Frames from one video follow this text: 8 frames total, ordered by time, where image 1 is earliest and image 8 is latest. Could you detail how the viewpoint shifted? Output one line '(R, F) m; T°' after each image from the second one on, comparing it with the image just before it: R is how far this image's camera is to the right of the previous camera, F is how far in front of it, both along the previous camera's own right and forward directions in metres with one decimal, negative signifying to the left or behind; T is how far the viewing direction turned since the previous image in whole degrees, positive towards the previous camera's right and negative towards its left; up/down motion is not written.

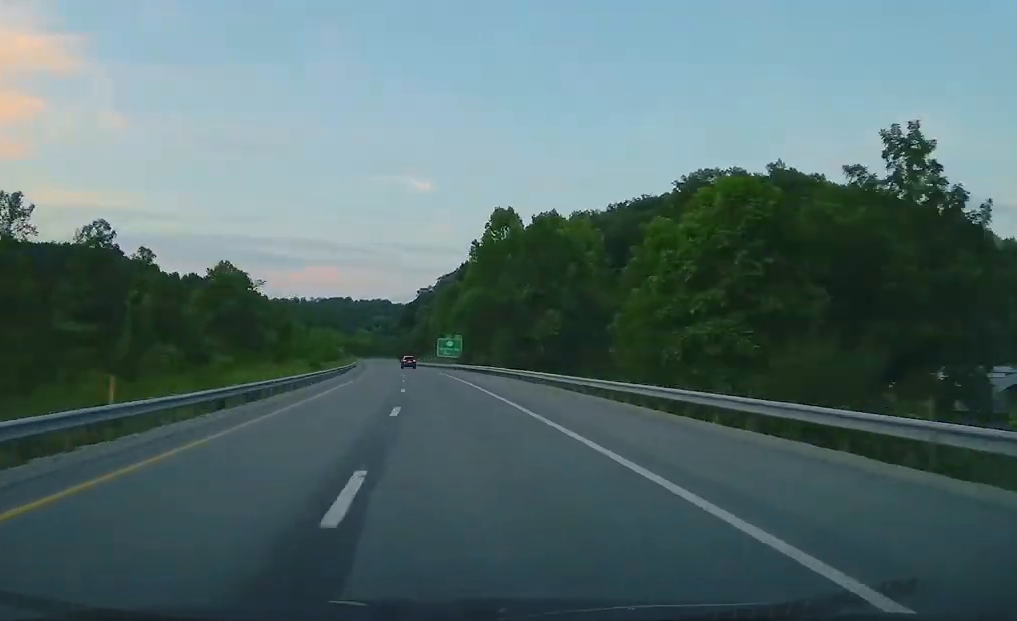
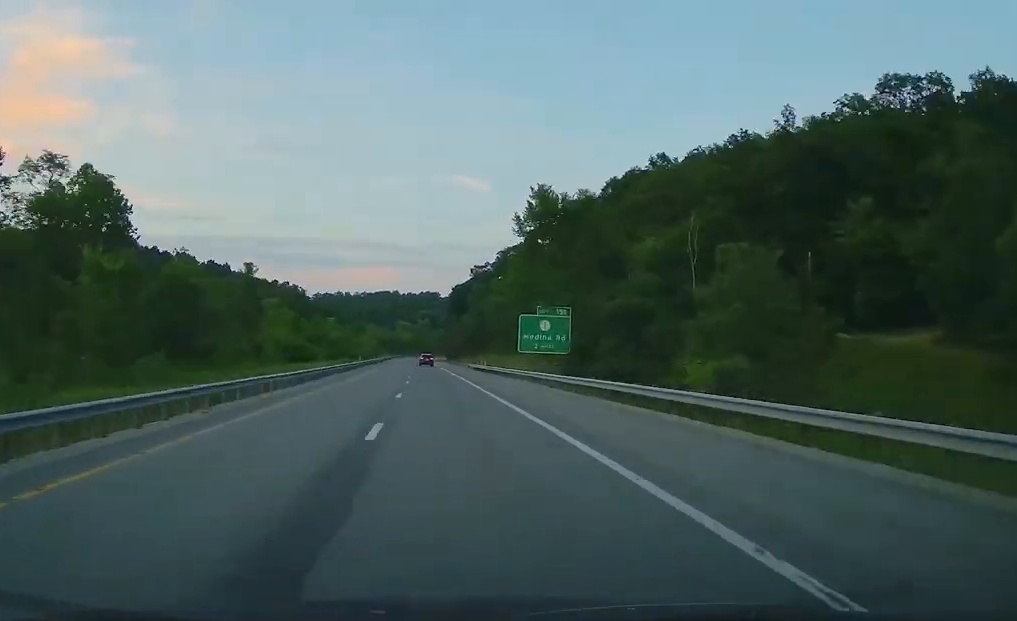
(-2.3, +69.5) m; -2°
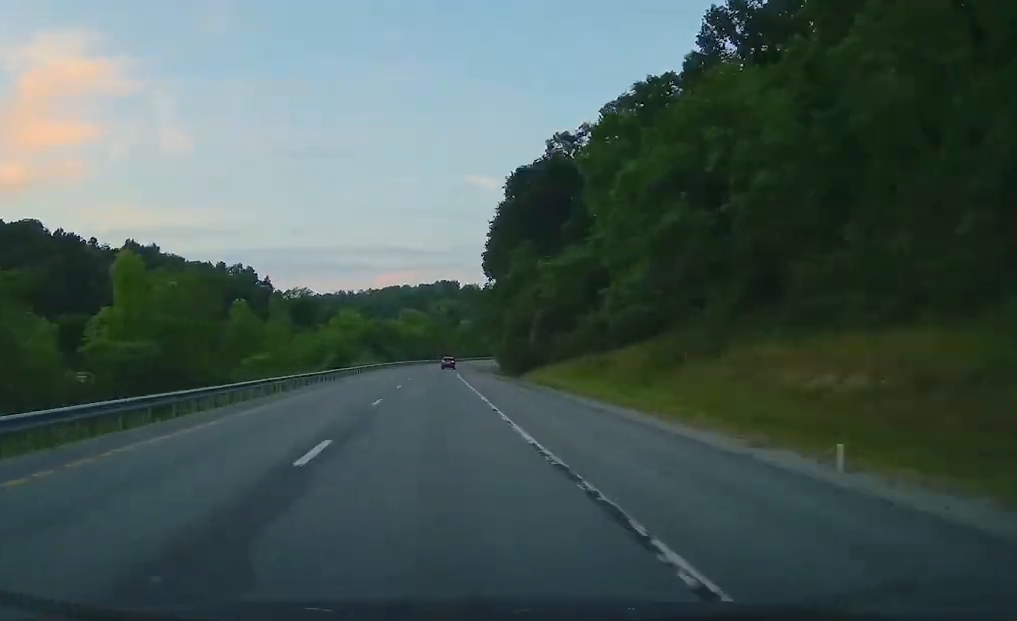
(-3.2, +141.3) m; +2°
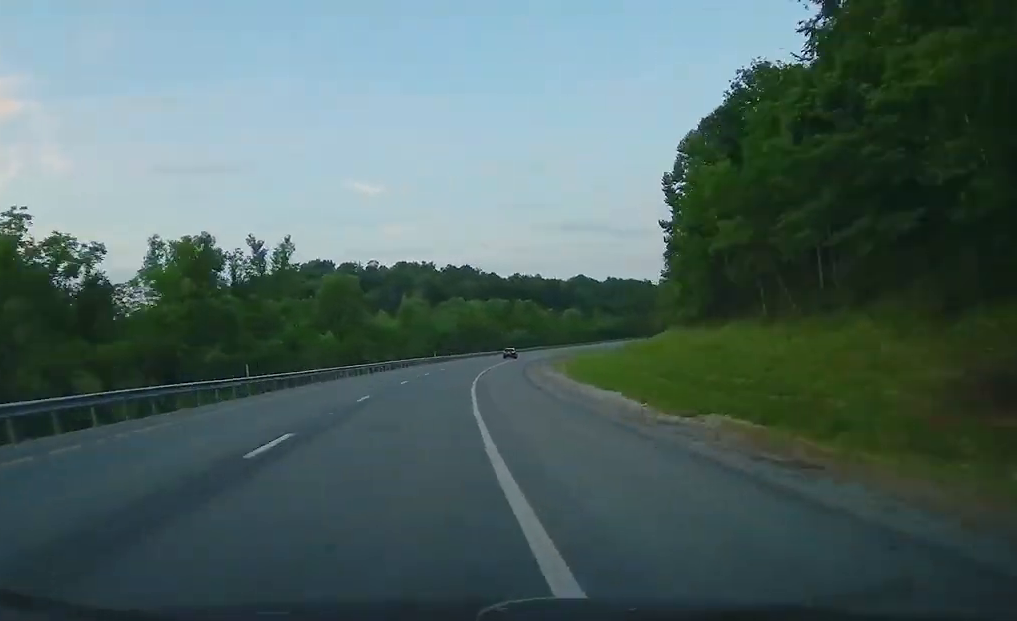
(+12.1, +159.5) m; +13°
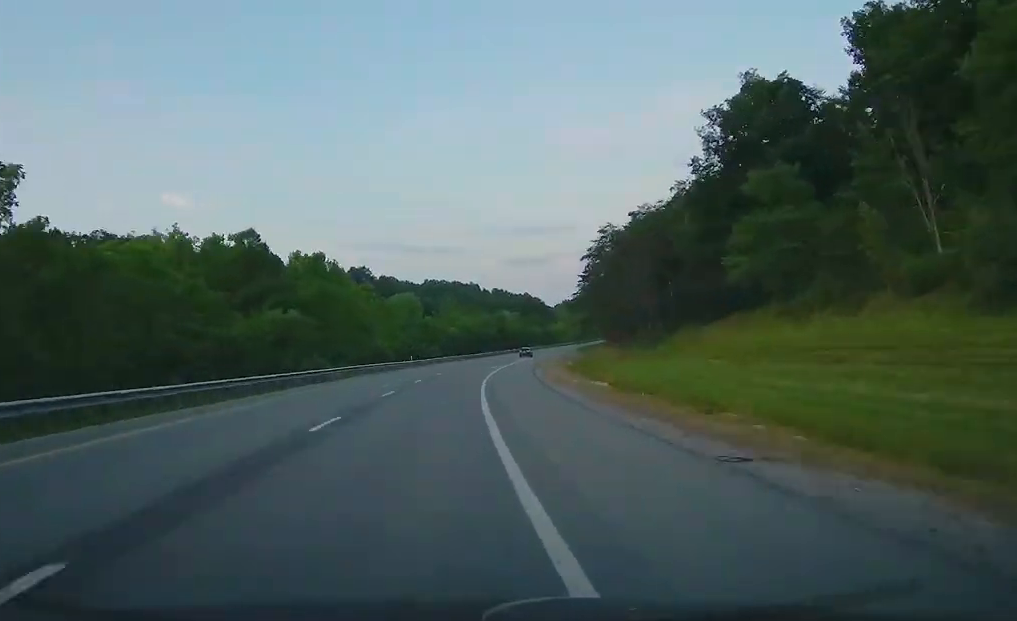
(+17.3, +145.8) m; +17°
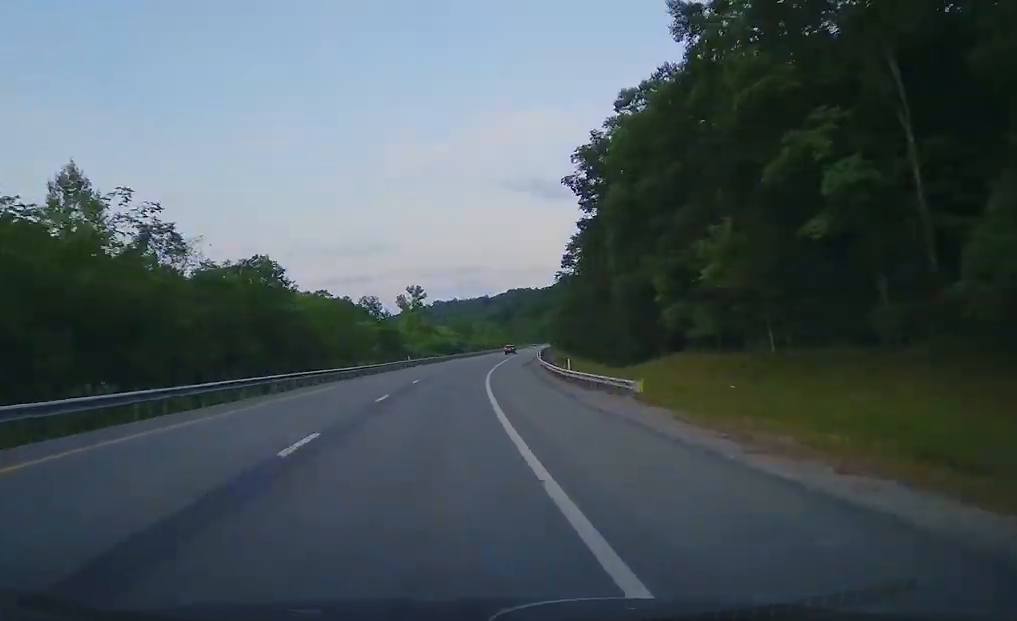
(+17.4, +135.3) m; +12°
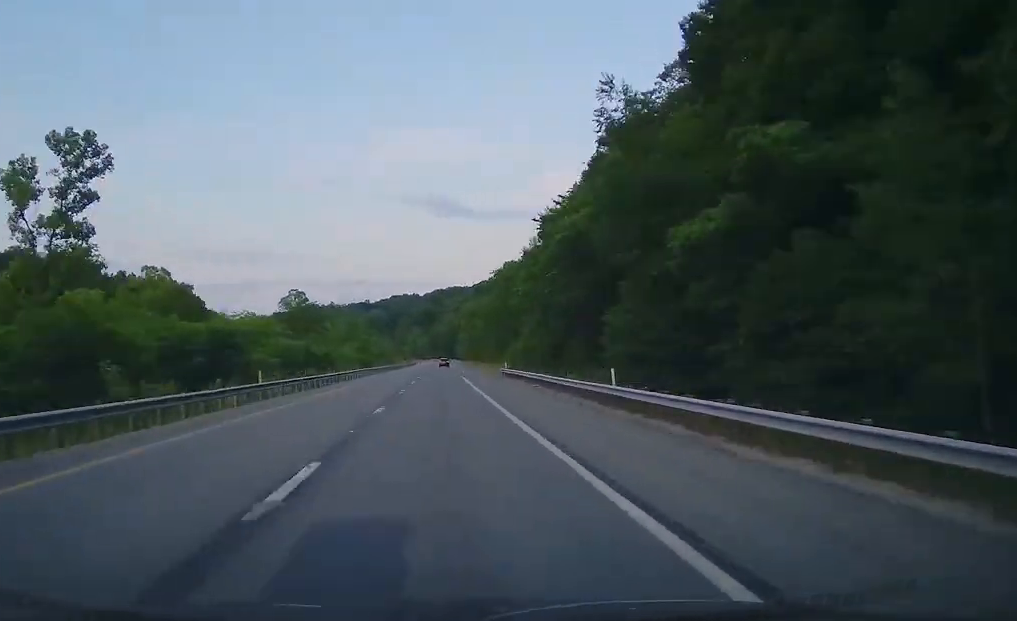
(+11.7, +141.6) m; +5°
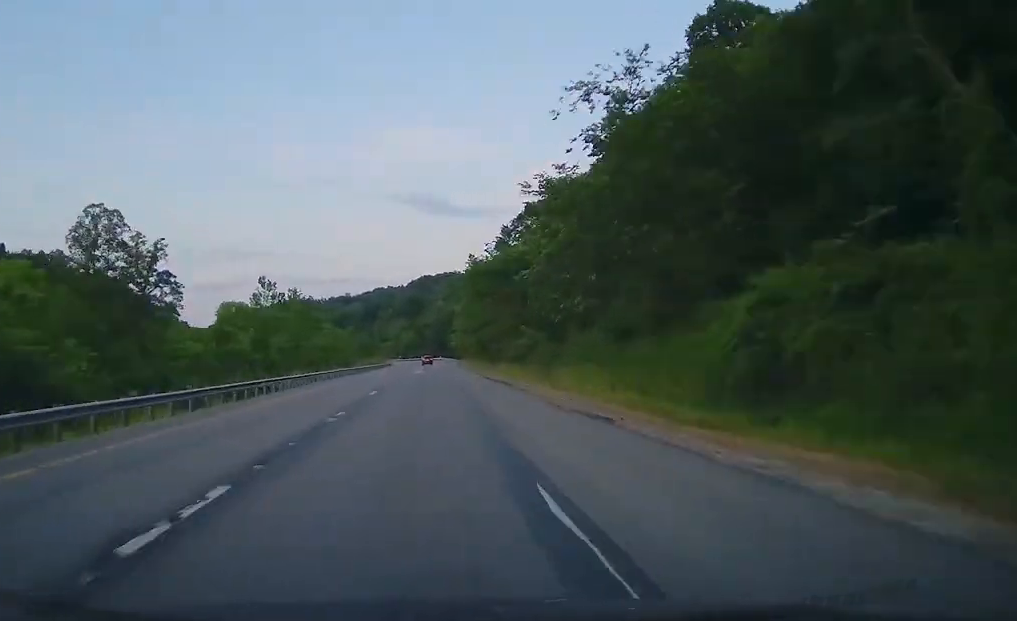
(+0.7, +72.8) m; -1°
